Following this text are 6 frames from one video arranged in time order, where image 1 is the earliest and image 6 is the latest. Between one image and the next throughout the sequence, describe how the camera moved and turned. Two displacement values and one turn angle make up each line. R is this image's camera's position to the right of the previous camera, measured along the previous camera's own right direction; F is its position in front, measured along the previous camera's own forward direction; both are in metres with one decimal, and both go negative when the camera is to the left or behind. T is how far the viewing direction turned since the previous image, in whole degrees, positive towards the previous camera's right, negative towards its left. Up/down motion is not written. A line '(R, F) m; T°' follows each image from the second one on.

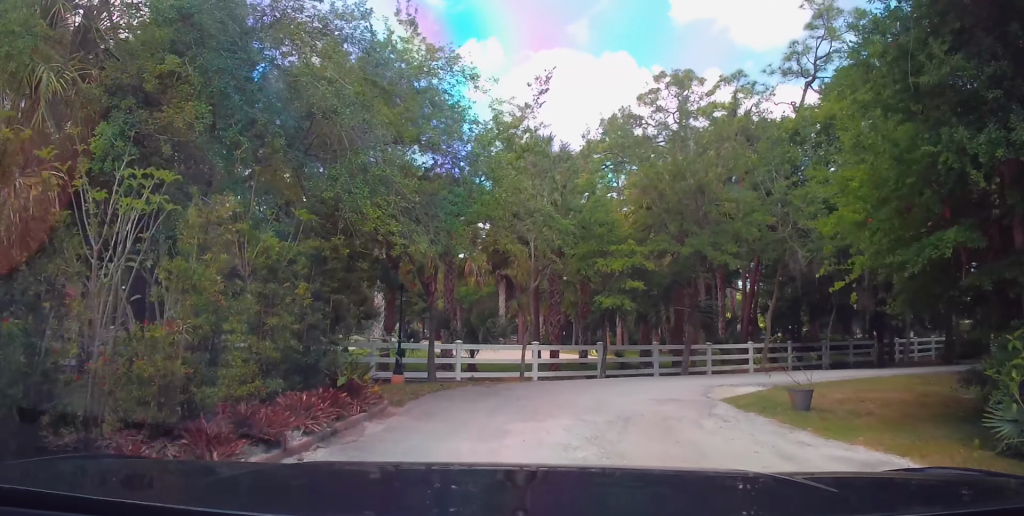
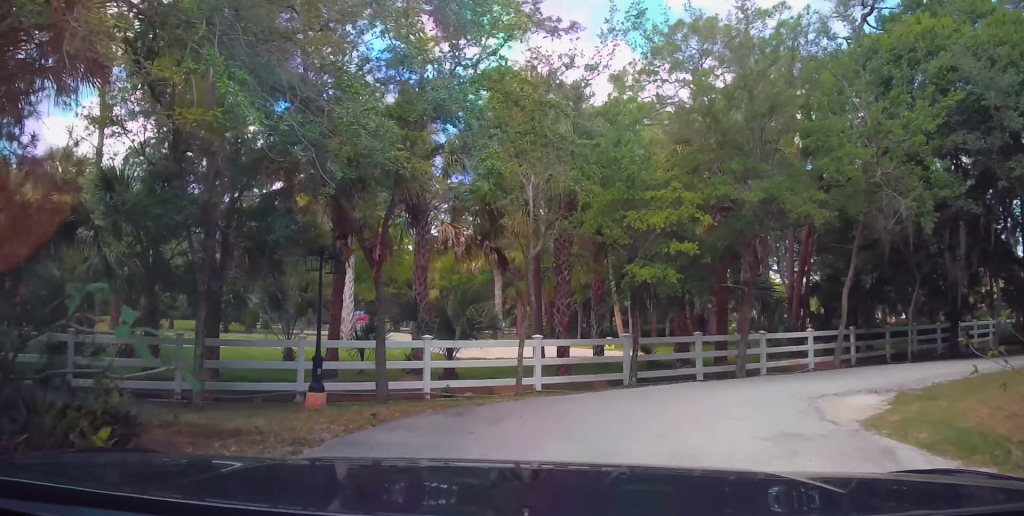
(-0.2, +5.6) m; +5°
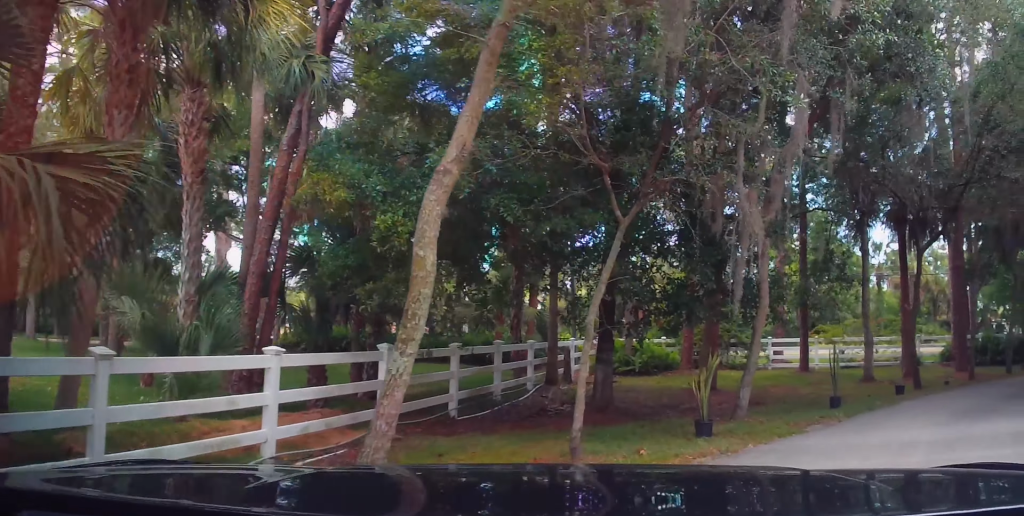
(+4.5, +12.3) m; +47°
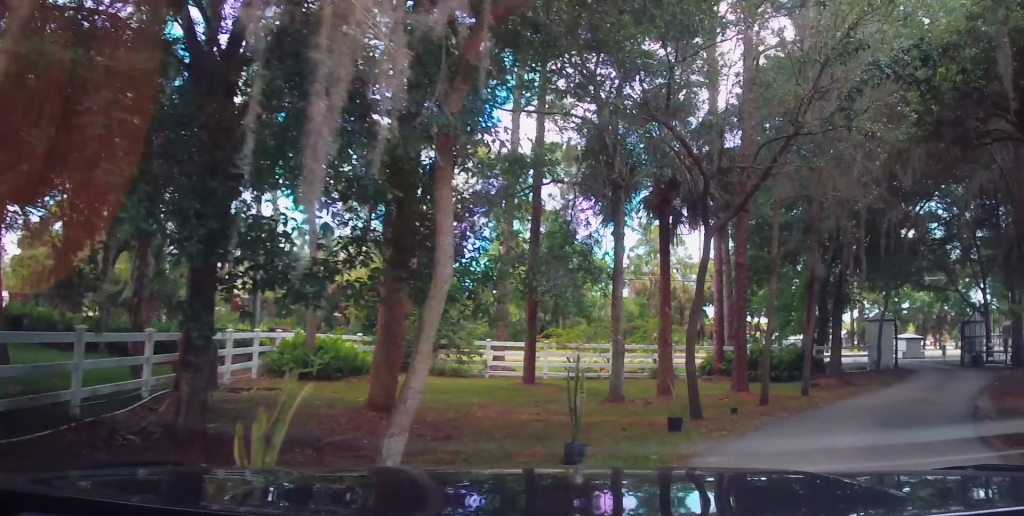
(+0.6, +4.0) m; +18°
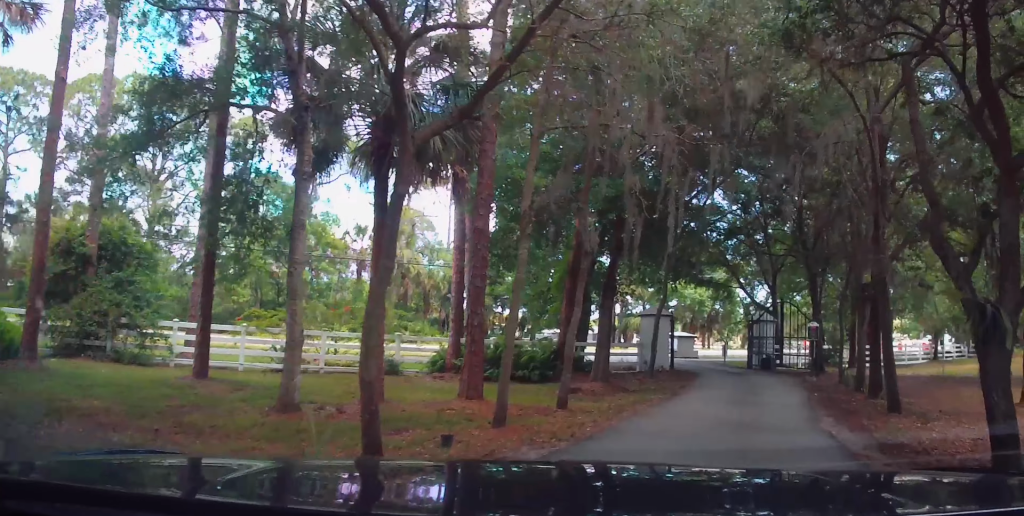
(+0.5, +3.6) m; +19°
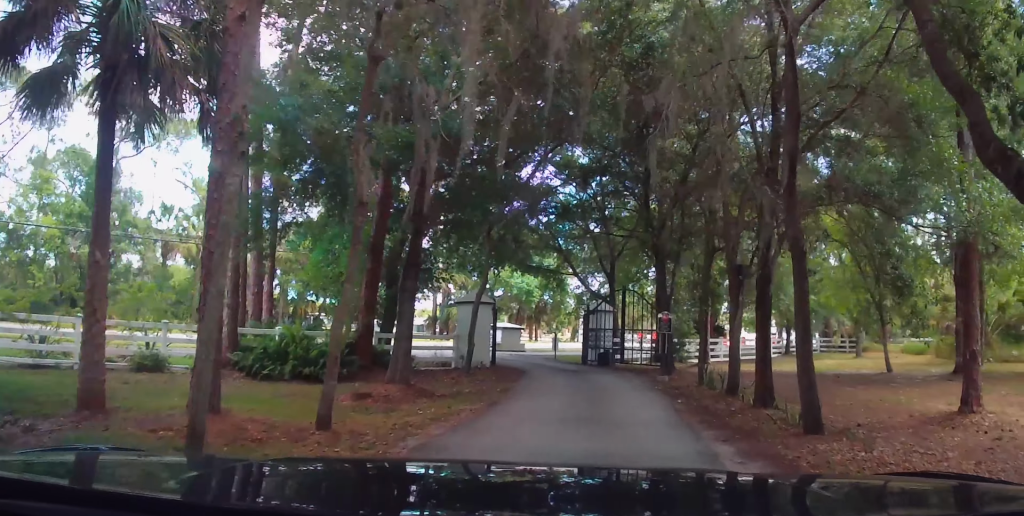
(+0.6, +3.2) m; +13°
